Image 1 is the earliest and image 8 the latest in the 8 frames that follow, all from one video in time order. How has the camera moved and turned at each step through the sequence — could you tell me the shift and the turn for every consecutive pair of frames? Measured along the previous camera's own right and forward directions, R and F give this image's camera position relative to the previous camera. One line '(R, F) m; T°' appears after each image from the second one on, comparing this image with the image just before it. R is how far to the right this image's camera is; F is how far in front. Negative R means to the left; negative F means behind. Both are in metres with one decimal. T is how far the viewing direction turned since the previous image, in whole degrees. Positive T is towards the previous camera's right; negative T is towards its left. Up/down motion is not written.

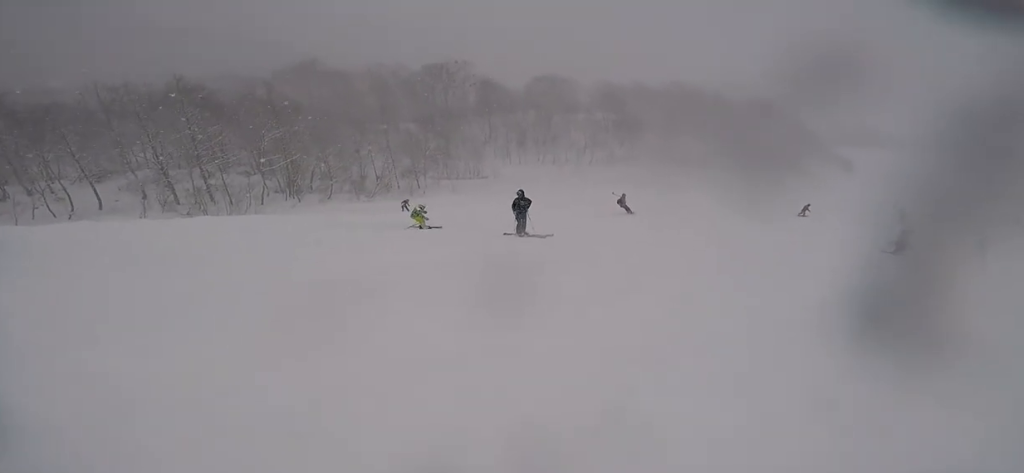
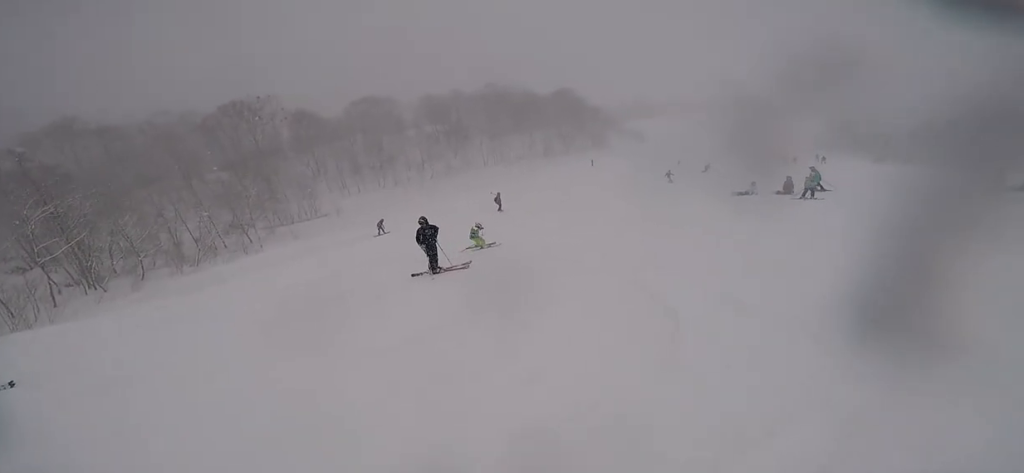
(+0.9, +2.9) m; +49°
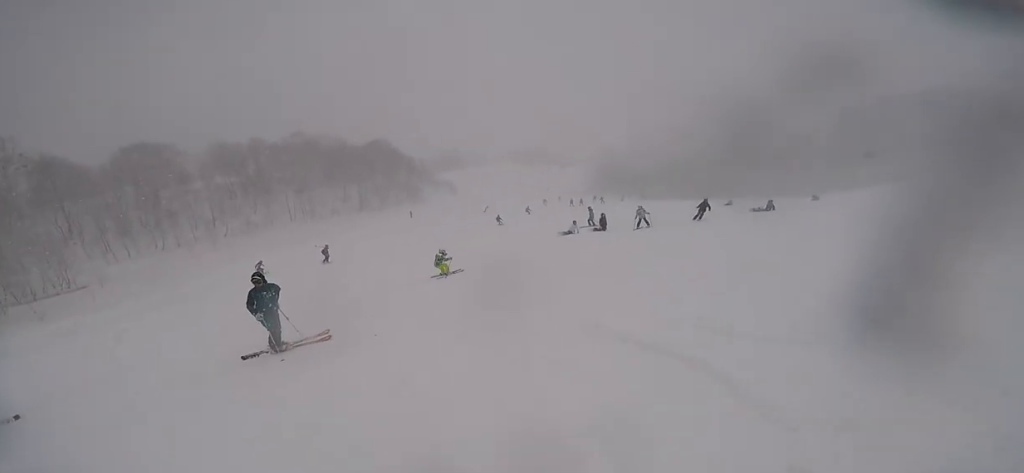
(+1.2, +2.1) m; +33°
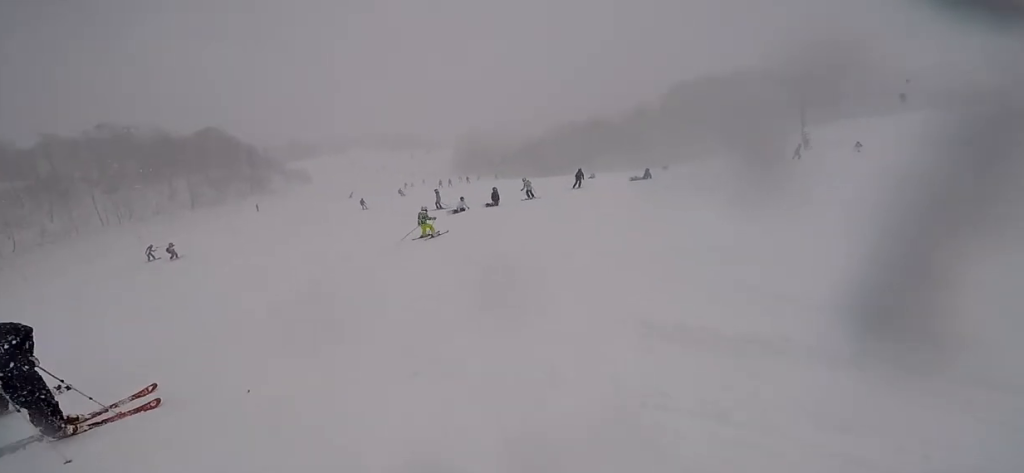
(+0.6, +2.1) m; +21°
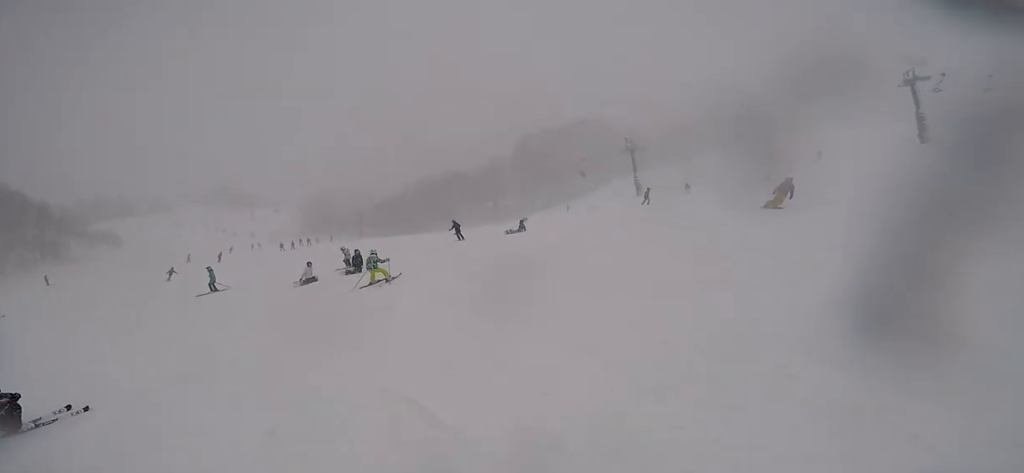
(+0.5, +2.9) m; +10°
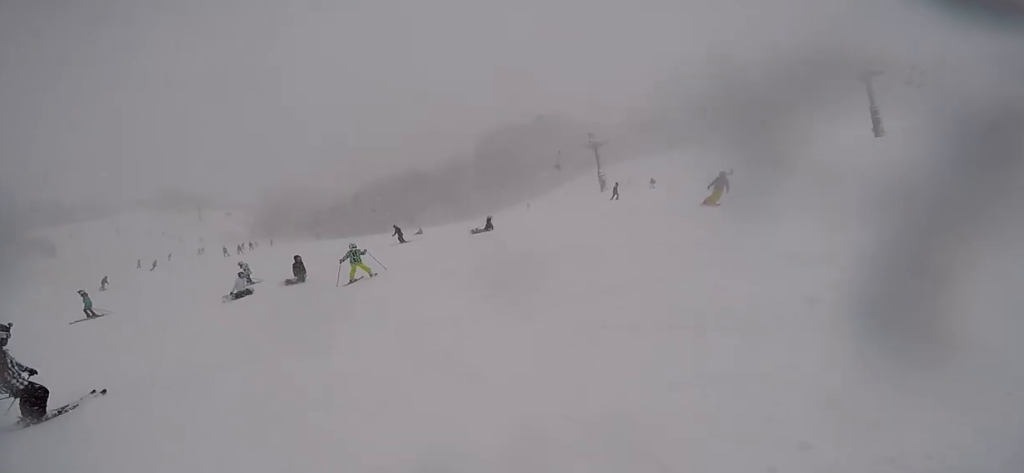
(+0.1, +1.9) m; -1°
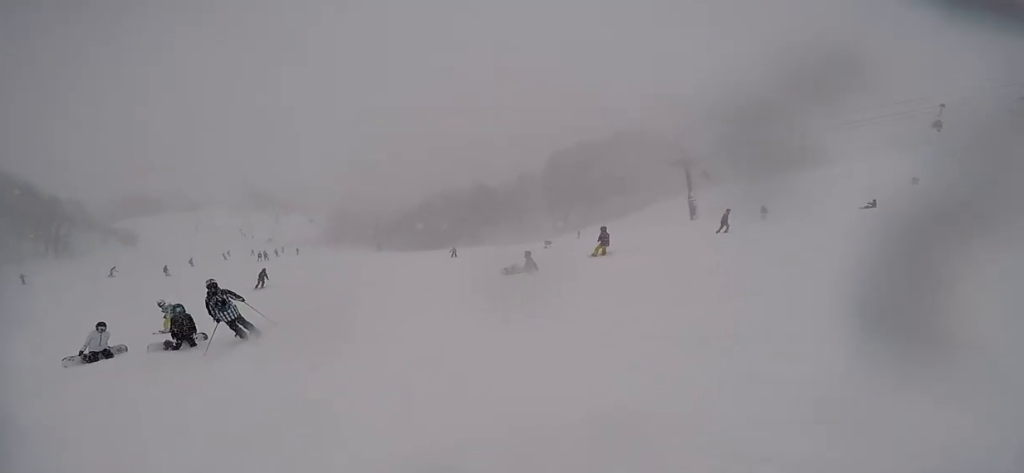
(-3.1, +8.2) m; -39°
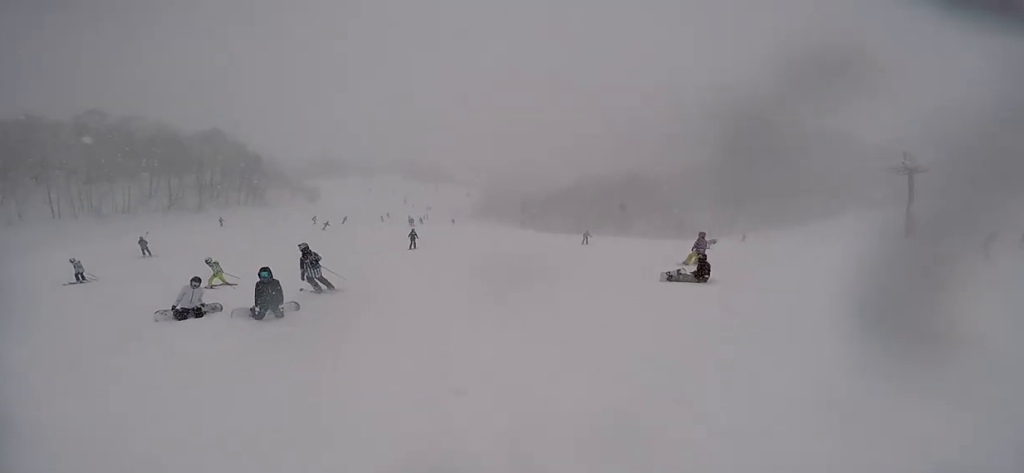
(-0.1, +3.1) m; -8°
